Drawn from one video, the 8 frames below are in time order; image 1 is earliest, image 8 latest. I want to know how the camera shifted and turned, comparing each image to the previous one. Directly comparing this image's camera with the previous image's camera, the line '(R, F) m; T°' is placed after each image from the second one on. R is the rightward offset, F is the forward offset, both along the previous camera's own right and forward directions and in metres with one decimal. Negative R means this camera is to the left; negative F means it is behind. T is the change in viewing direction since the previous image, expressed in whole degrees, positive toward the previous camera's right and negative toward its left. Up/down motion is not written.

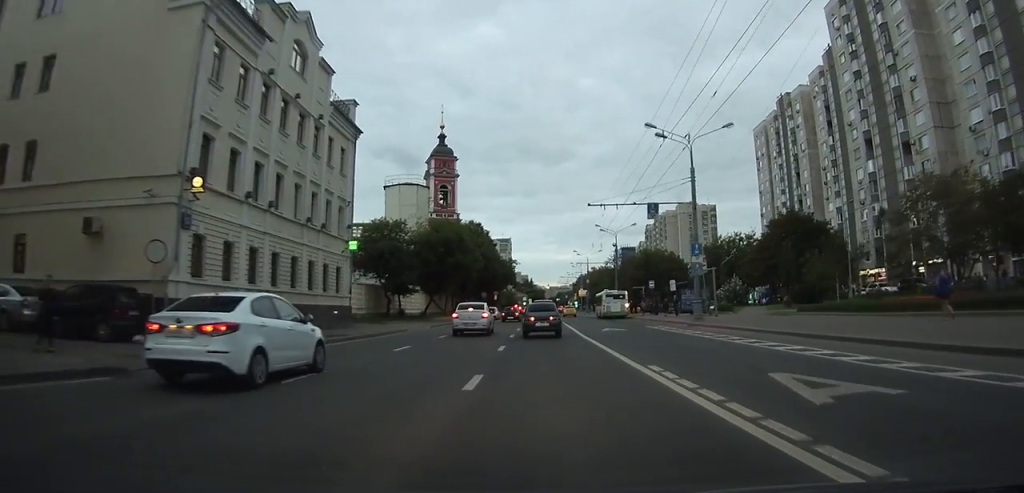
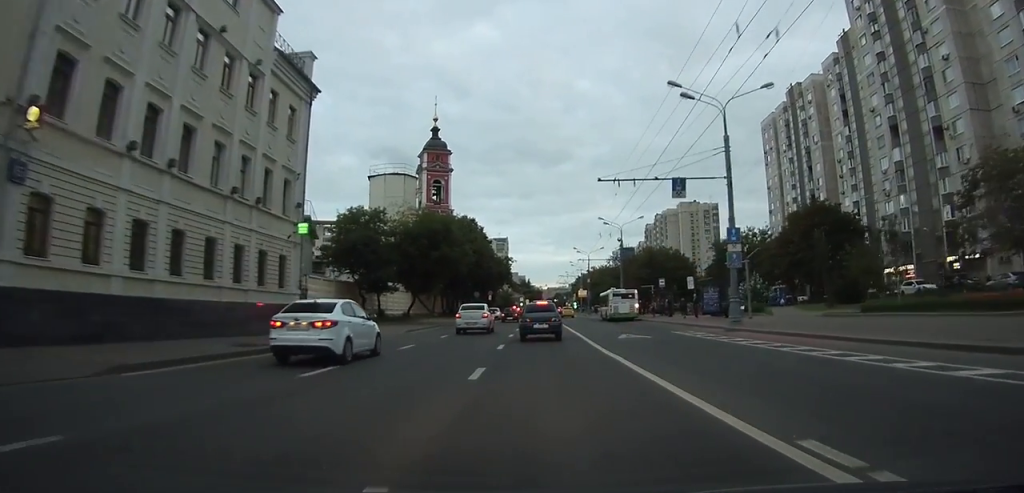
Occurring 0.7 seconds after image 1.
(0.0, +6.8) m; 0°
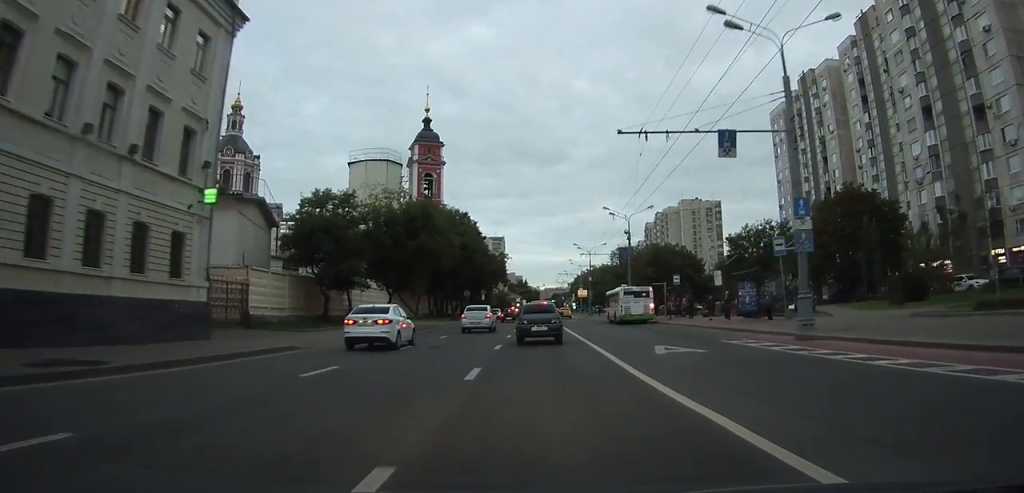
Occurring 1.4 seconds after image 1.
(0.0, +7.6) m; +1°
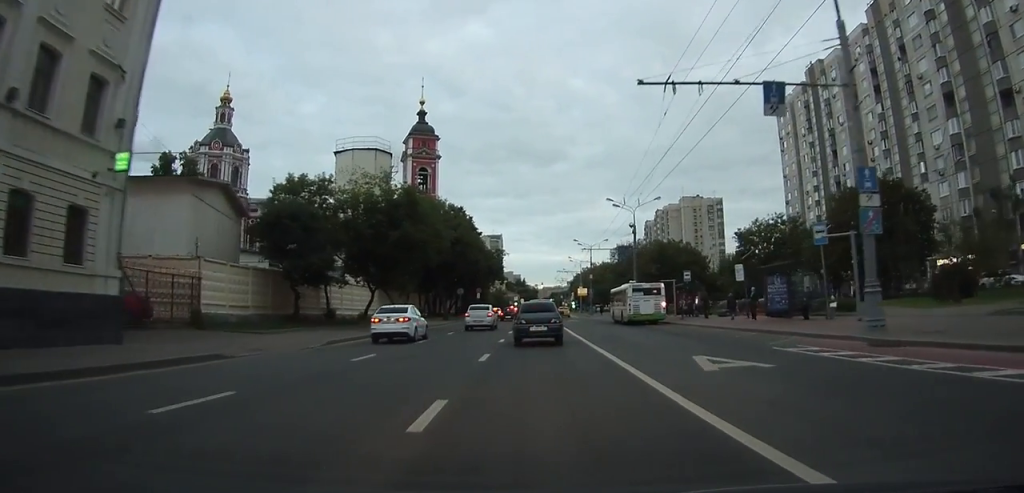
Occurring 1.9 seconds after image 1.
(0.0, +4.5) m; +1°
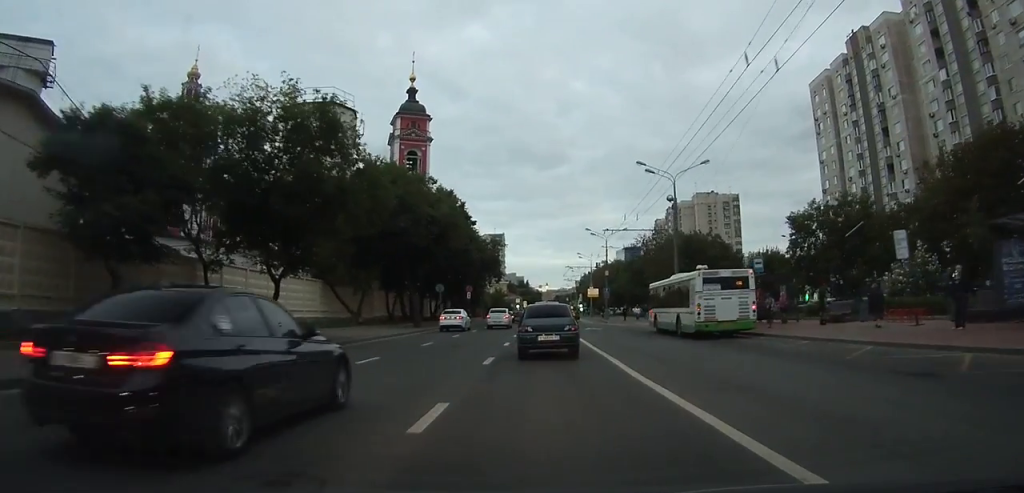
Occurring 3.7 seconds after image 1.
(+0.5, +16.0) m; +3°
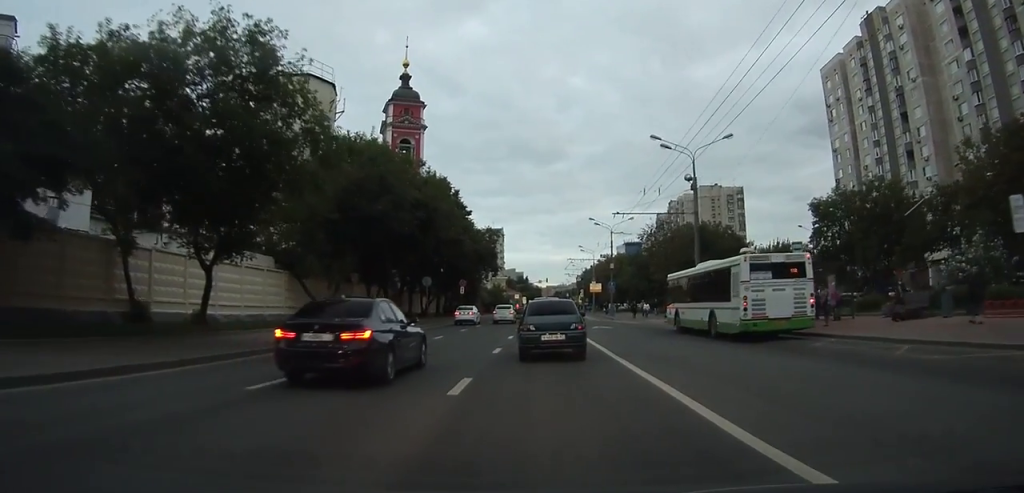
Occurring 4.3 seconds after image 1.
(0.0, +5.7) m; 0°
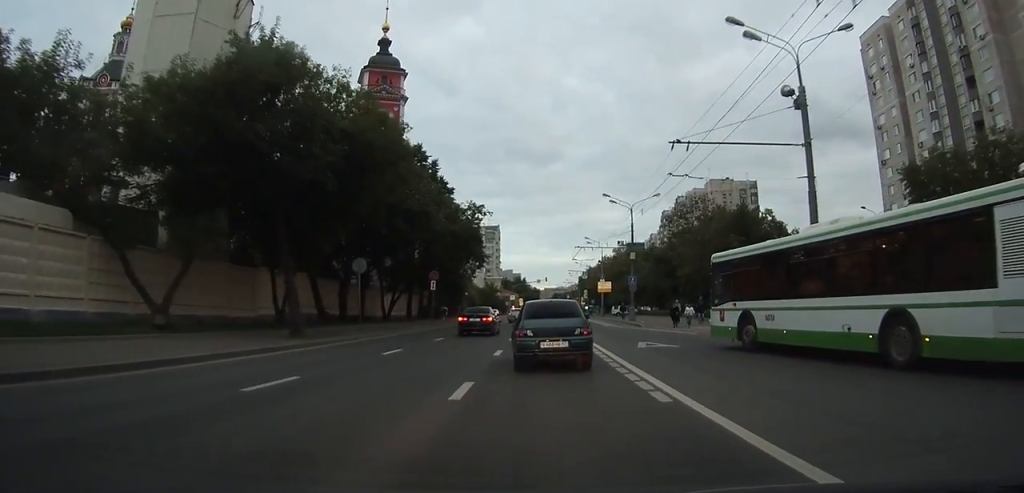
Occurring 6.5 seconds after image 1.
(-0.4, +16.6) m; -2°
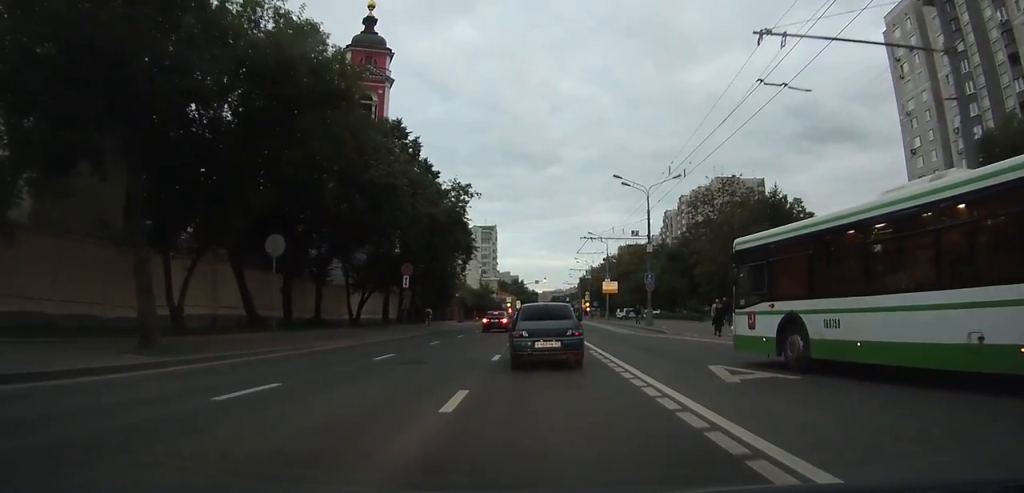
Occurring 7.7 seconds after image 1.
(0.0, +9.1) m; 0°
